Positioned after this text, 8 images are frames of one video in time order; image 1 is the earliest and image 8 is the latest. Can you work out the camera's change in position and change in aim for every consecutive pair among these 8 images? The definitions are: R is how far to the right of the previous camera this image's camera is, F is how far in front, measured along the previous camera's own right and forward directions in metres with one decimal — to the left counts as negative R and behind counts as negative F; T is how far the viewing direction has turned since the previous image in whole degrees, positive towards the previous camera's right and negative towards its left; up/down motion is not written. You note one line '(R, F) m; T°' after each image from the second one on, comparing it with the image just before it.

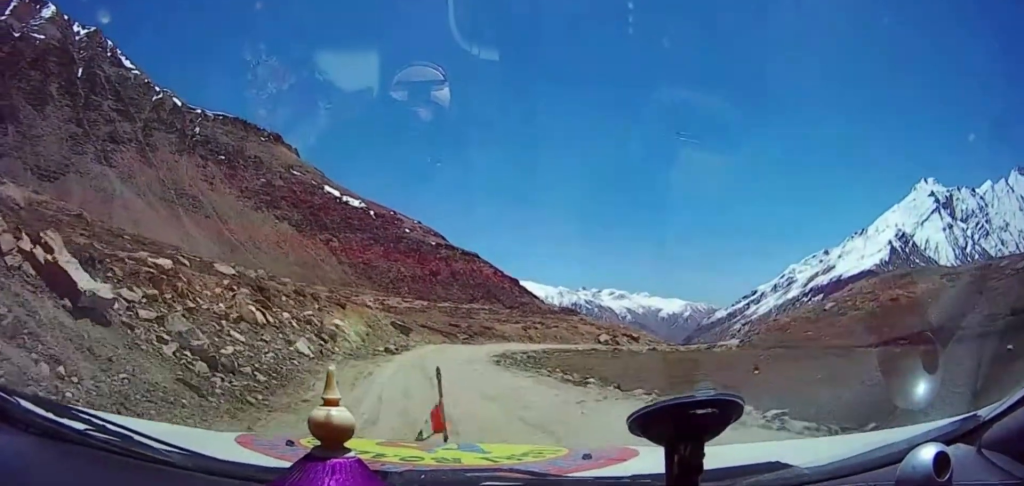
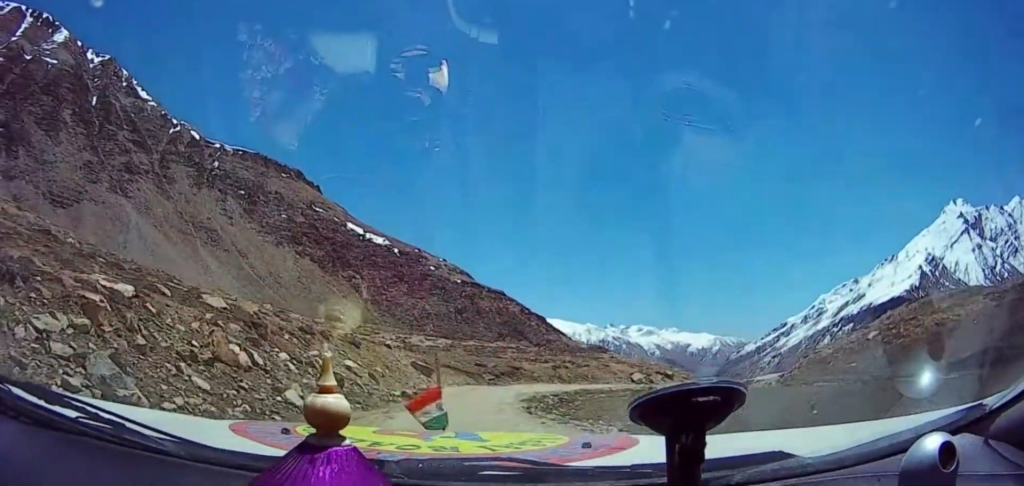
(0.0, +2.3) m; 0°
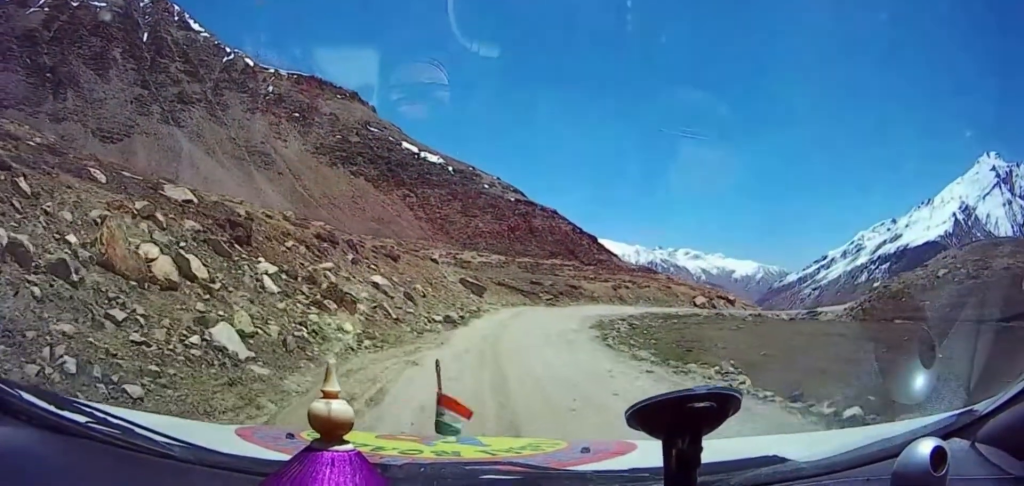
(0.0, +5.5) m; 0°
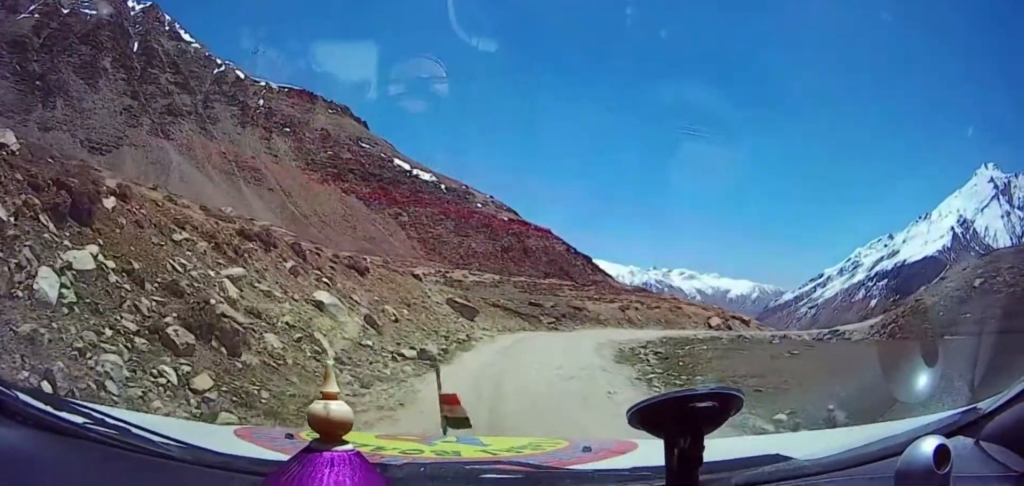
(0.0, +5.3) m; 0°
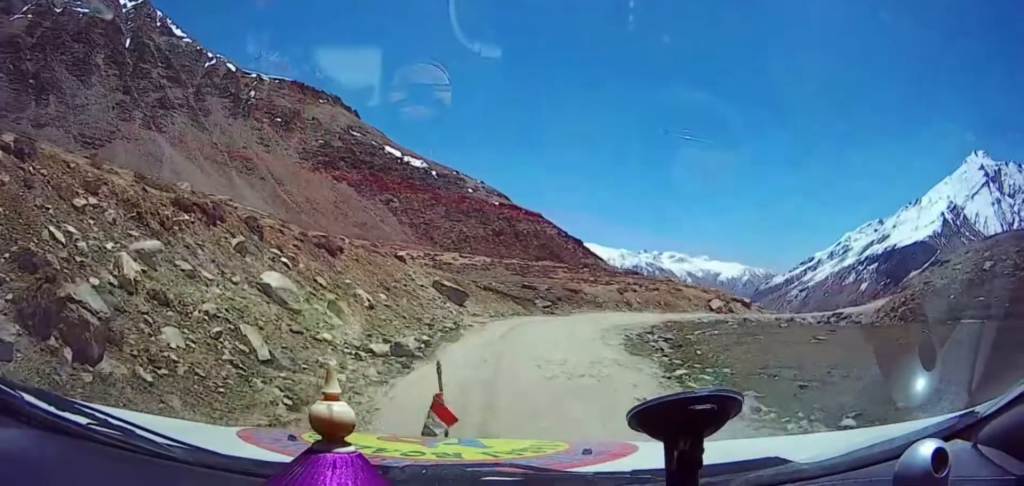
(0.0, +2.7) m; 0°
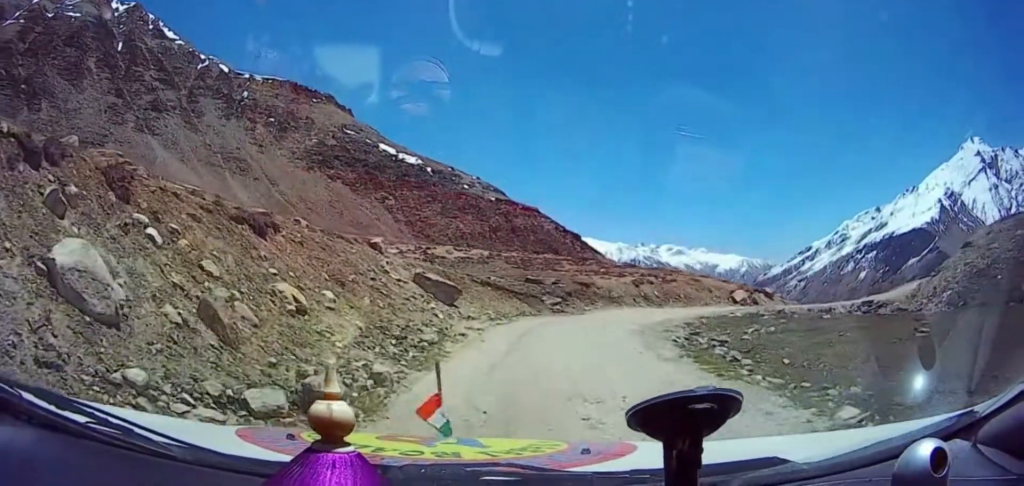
(0.0, +5.5) m; +2°
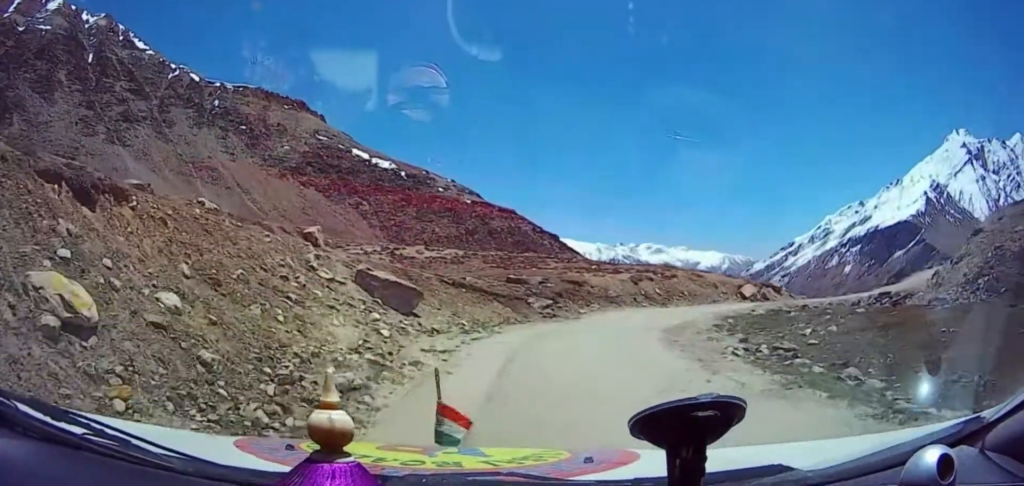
(+0.2, +5.1) m; +3°
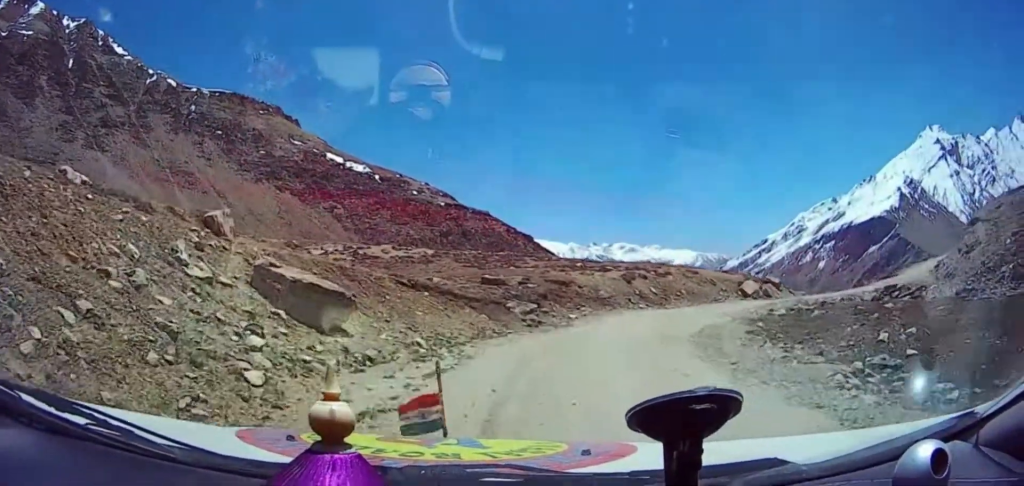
(+0.1, +4.7) m; +5°
